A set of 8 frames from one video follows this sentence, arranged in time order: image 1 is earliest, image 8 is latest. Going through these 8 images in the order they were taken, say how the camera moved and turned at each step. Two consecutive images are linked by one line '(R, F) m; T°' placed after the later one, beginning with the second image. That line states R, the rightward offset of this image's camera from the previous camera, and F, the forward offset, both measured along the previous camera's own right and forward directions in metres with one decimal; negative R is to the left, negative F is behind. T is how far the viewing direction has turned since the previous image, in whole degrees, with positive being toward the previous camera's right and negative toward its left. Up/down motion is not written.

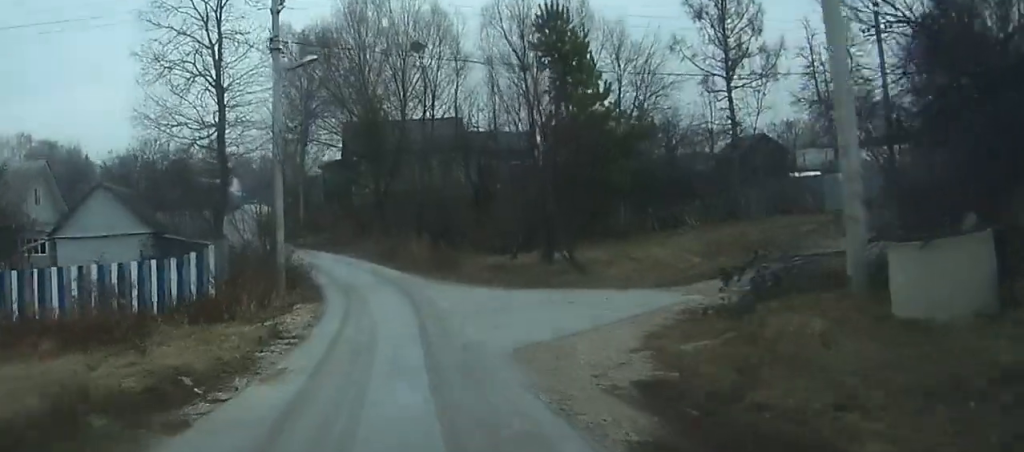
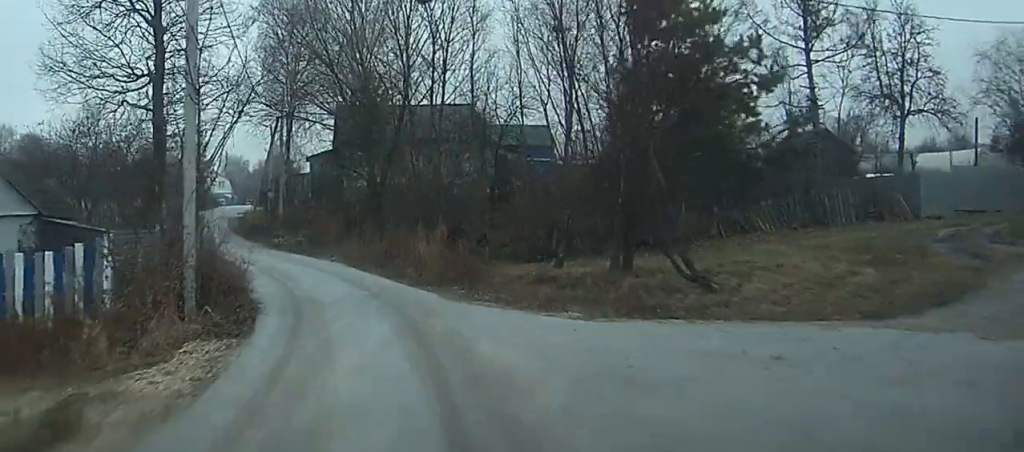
(+2.2, +10.5) m; -4°
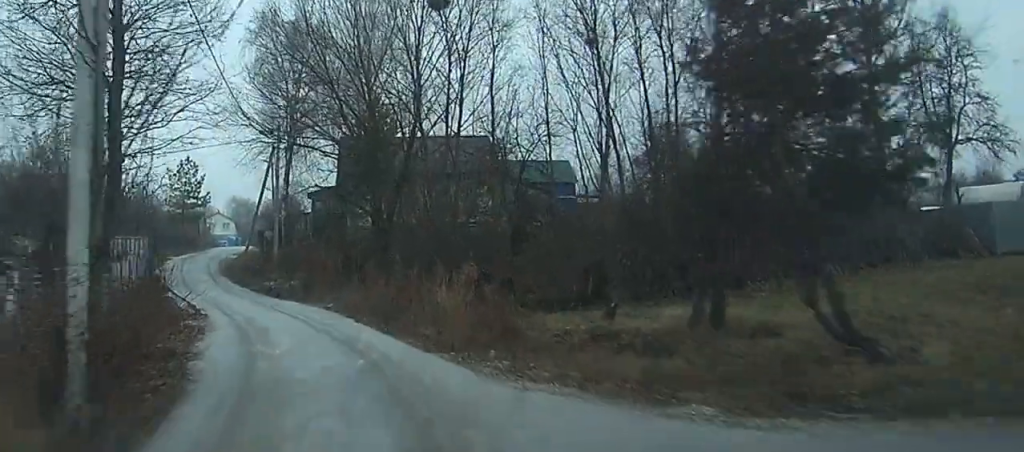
(-1.1, +5.4) m; -8°
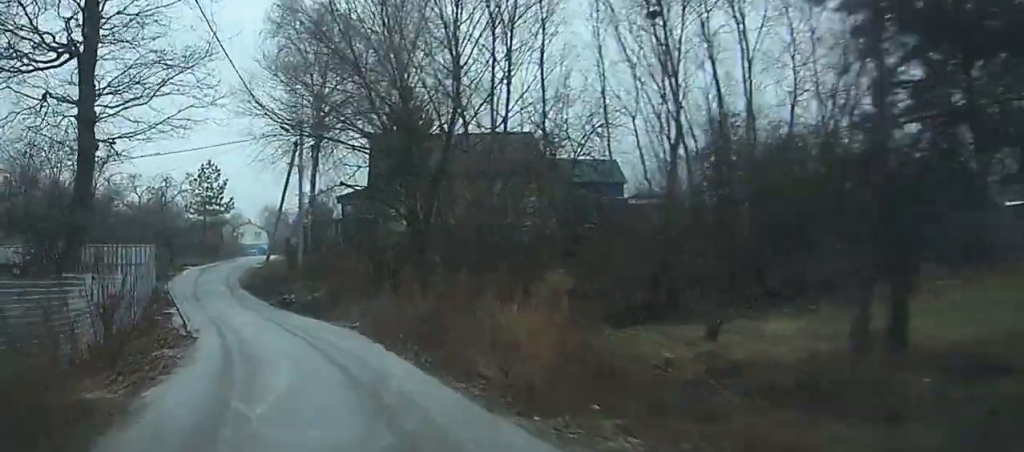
(-0.6, +4.9) m; -4°
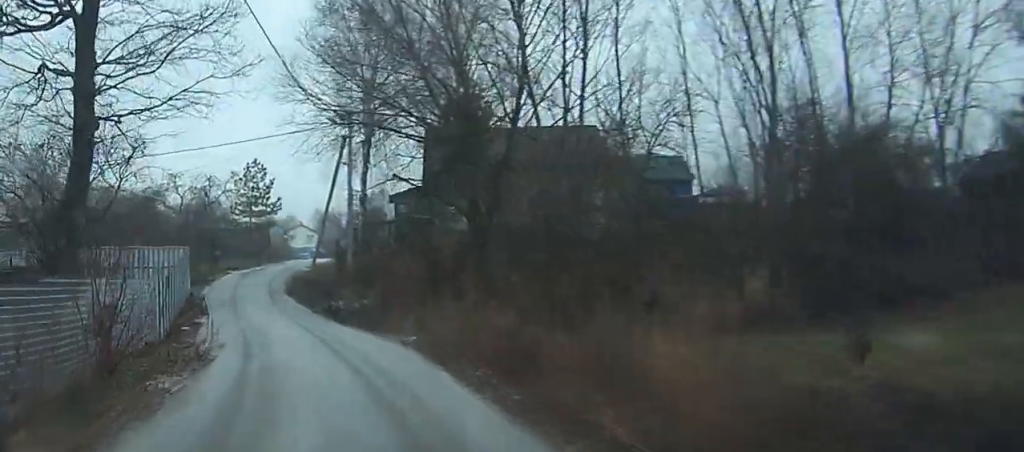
(+0.3, +3.6) m; +1°
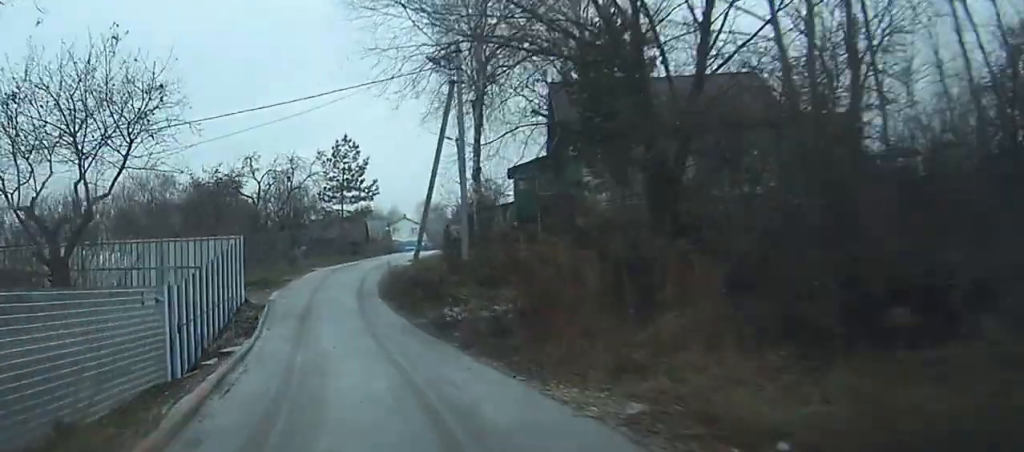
(0.0, +9.7) m; -4°
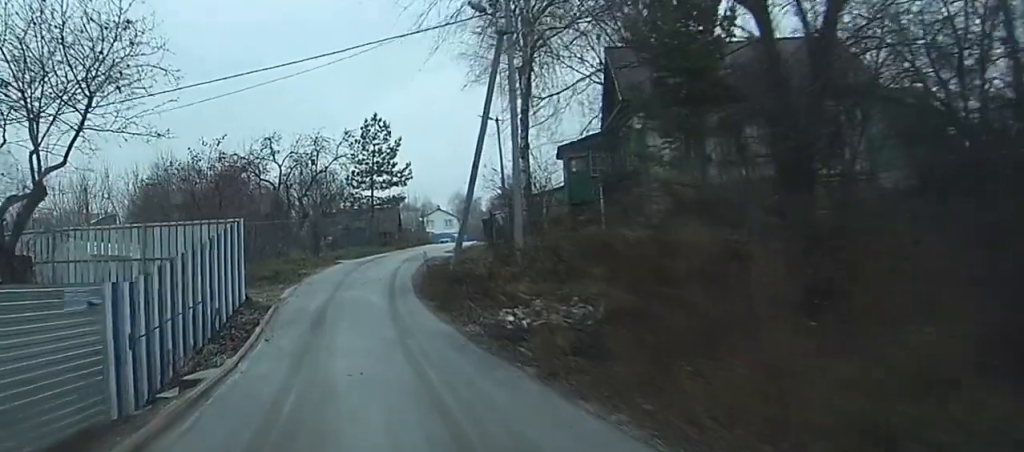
(-0.2, +4.8) m; -2°
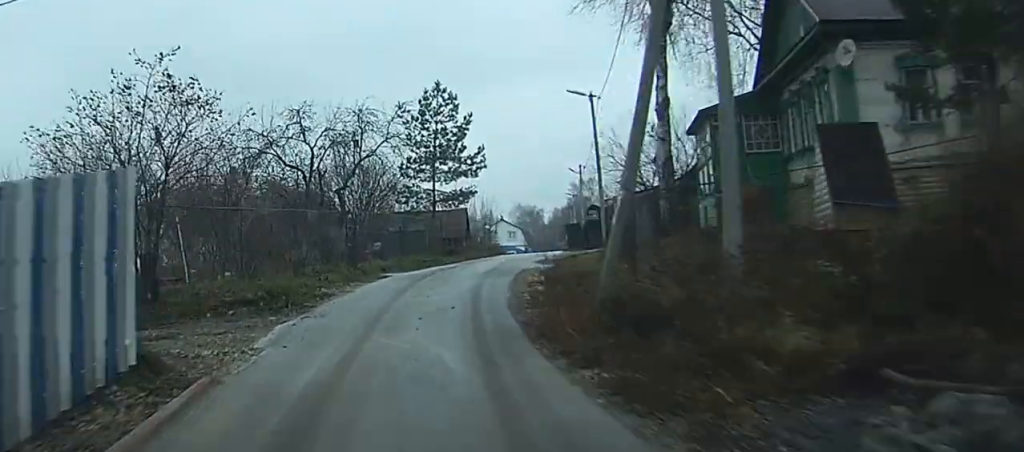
(-0.3, +10.9) m; -3°
